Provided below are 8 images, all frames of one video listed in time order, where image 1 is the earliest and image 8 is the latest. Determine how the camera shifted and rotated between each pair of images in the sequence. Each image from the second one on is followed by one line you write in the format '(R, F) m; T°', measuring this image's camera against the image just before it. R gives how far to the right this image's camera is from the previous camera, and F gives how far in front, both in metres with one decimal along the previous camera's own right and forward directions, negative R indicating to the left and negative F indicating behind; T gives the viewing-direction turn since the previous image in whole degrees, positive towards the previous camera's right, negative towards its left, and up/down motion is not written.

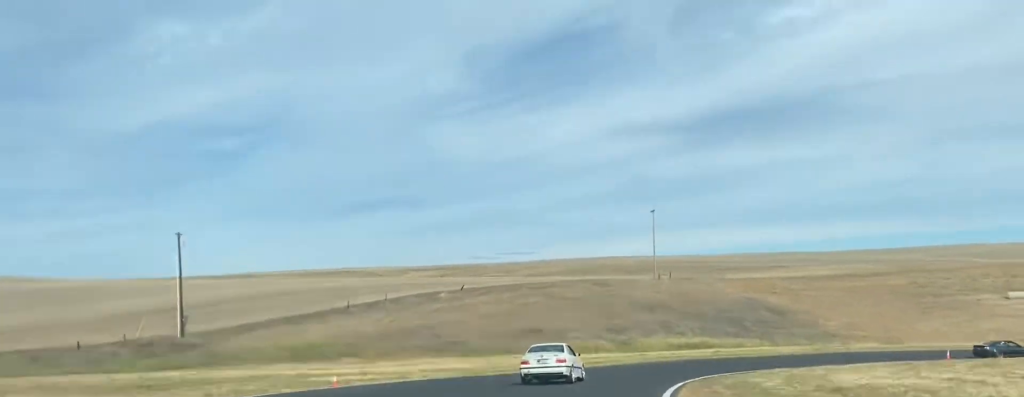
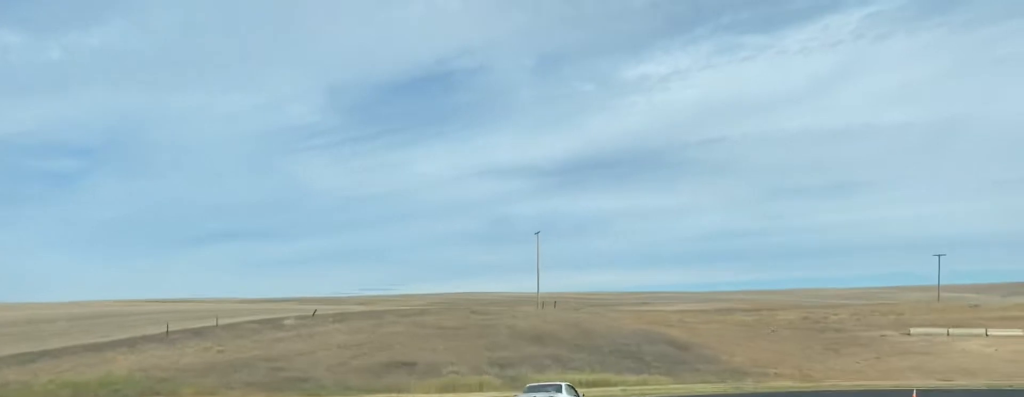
(-0.3, +13.4) m; +6°
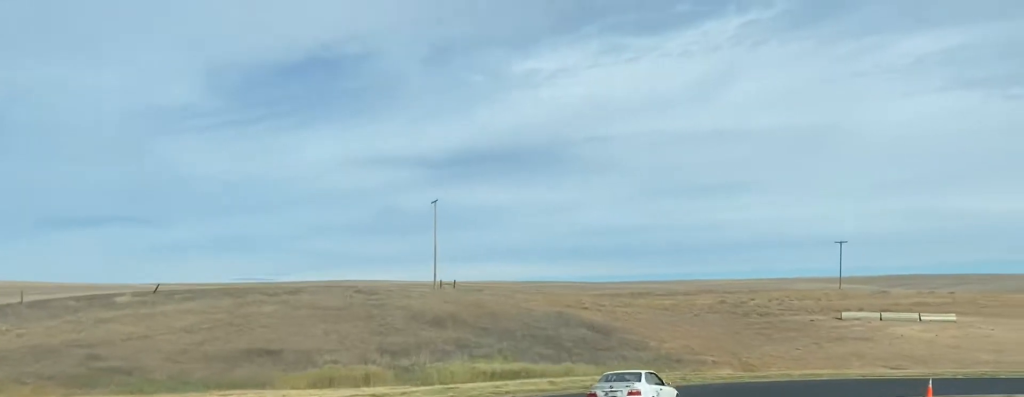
(+1.3, +14.0) m; +12°
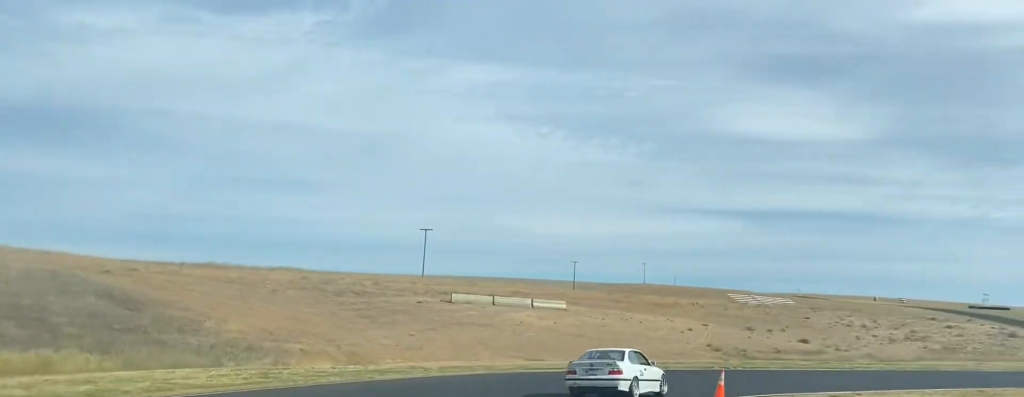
(+5.6, +23.3) m; +33°
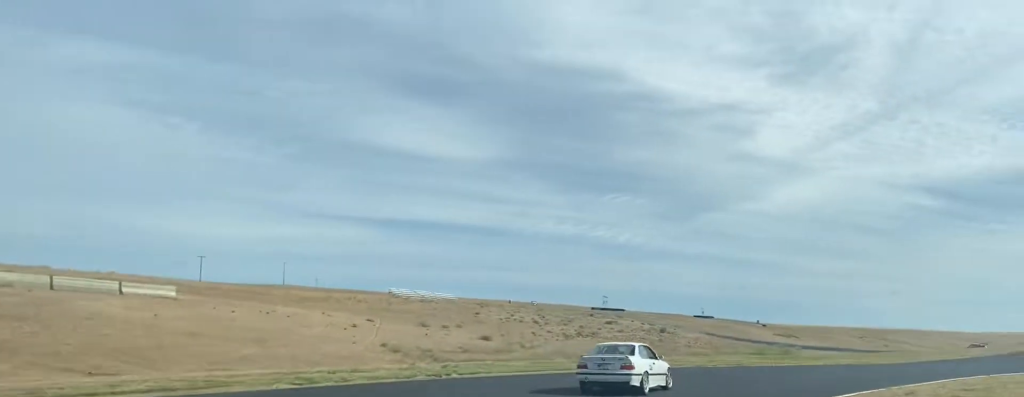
(+5.6, +18.8) m; +33°
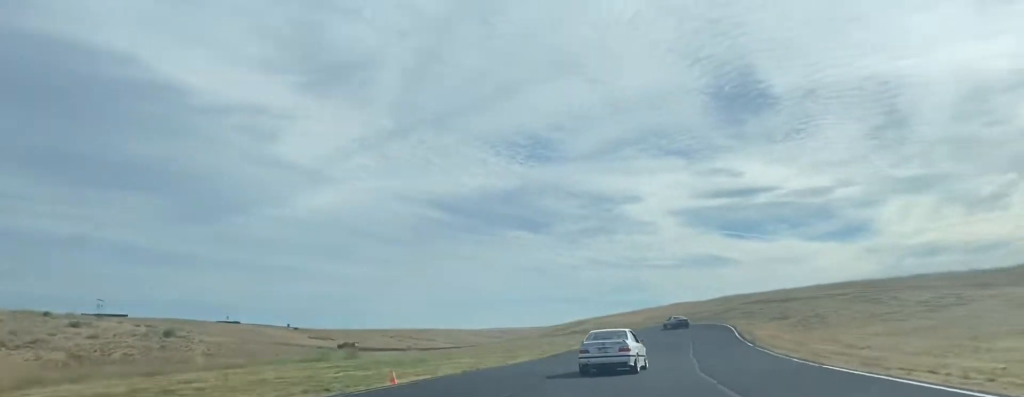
(+12.1, +30.2) m; +37°
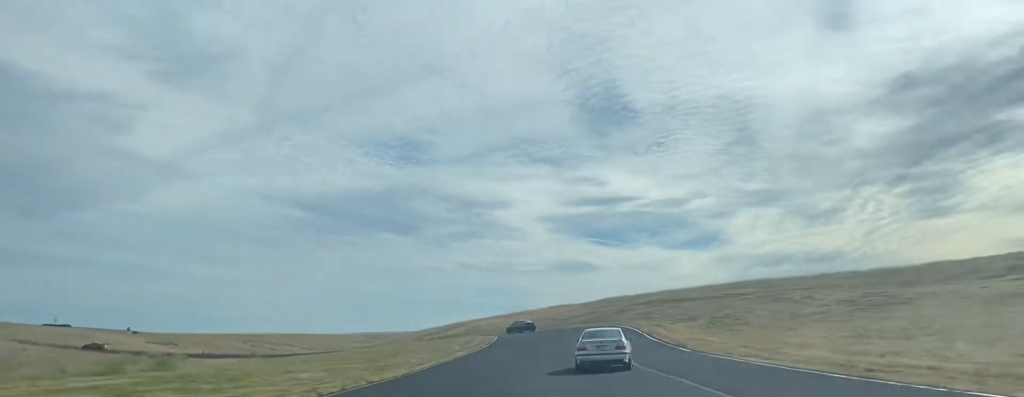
(+1.6, +14.1) m; +8°
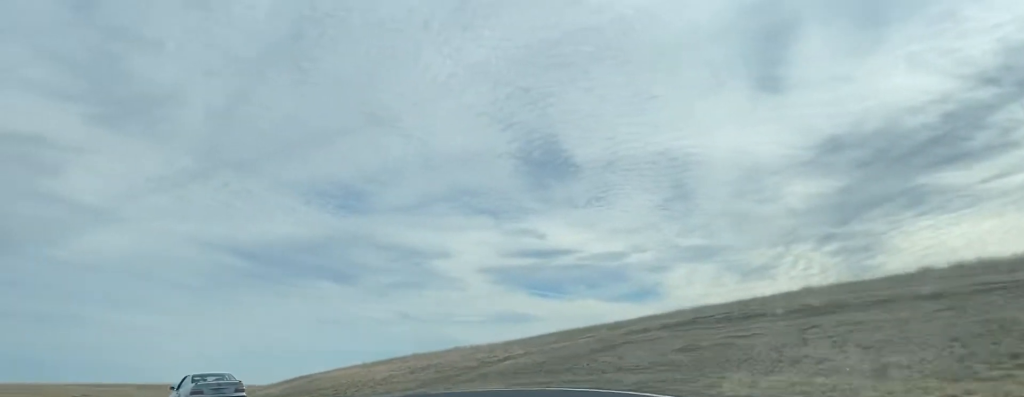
(+10.7, +71.0) m; -3°
